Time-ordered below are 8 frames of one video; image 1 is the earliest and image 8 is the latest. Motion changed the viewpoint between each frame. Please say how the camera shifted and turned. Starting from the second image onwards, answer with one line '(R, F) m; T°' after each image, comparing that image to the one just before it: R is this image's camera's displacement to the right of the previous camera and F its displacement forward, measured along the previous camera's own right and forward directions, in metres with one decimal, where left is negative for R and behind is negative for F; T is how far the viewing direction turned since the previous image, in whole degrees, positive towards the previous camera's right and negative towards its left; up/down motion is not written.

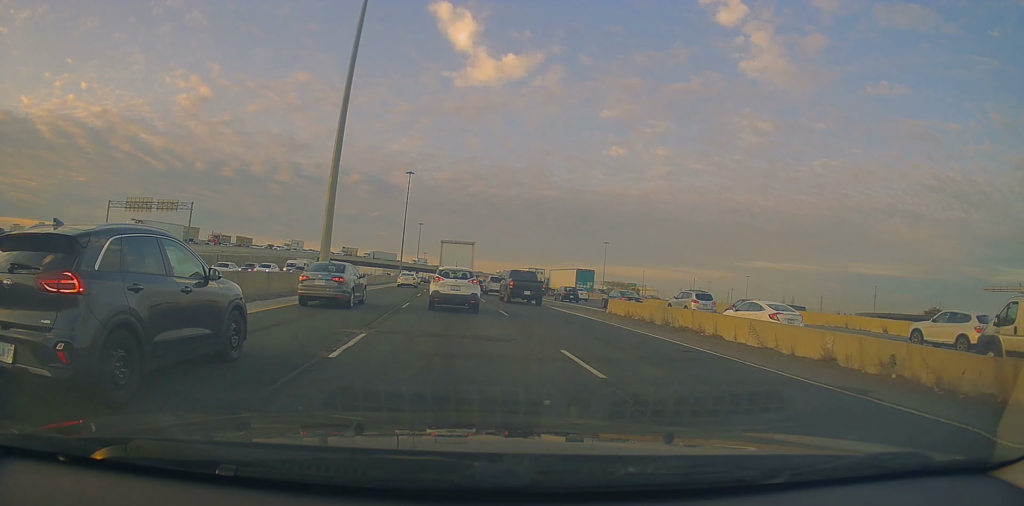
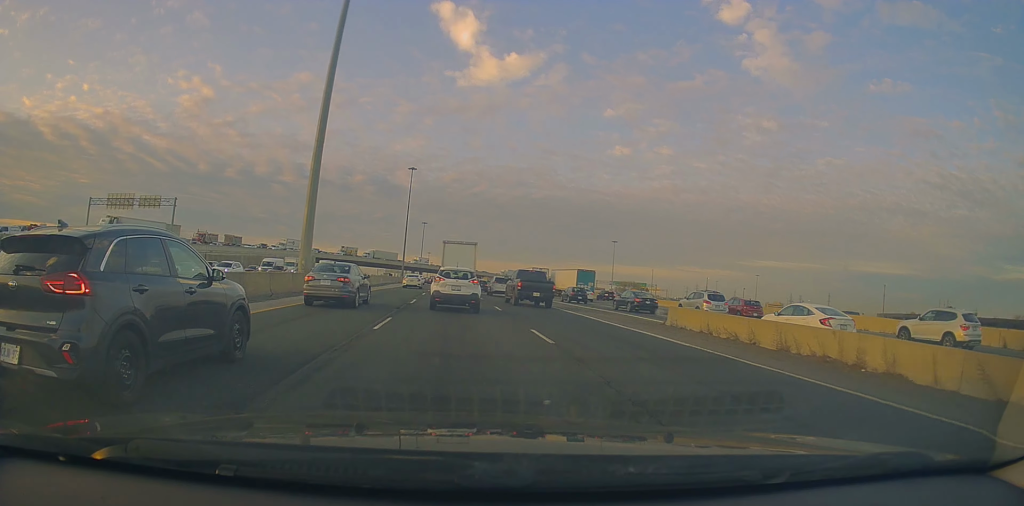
(+0.1, +8.1) m; 0°
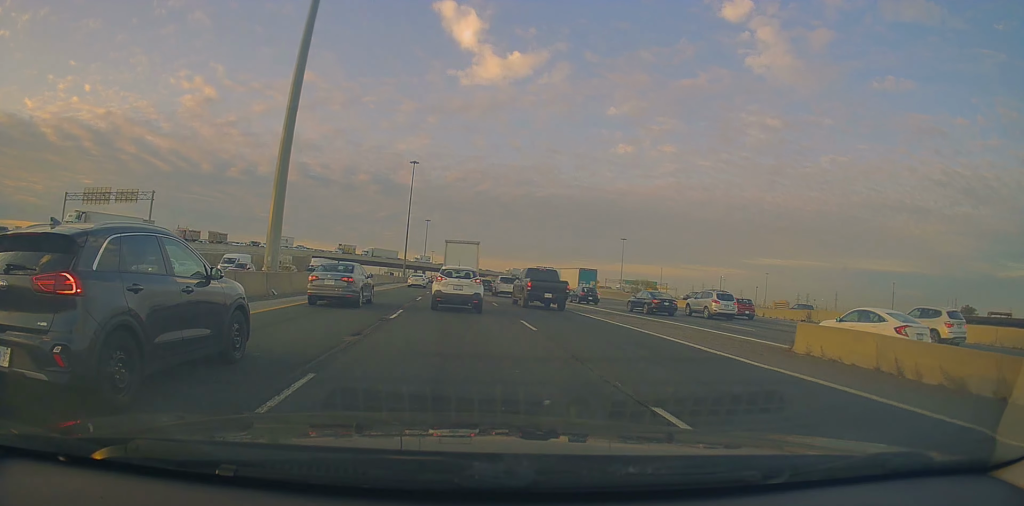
(+0.1, +8.7) m; 0°
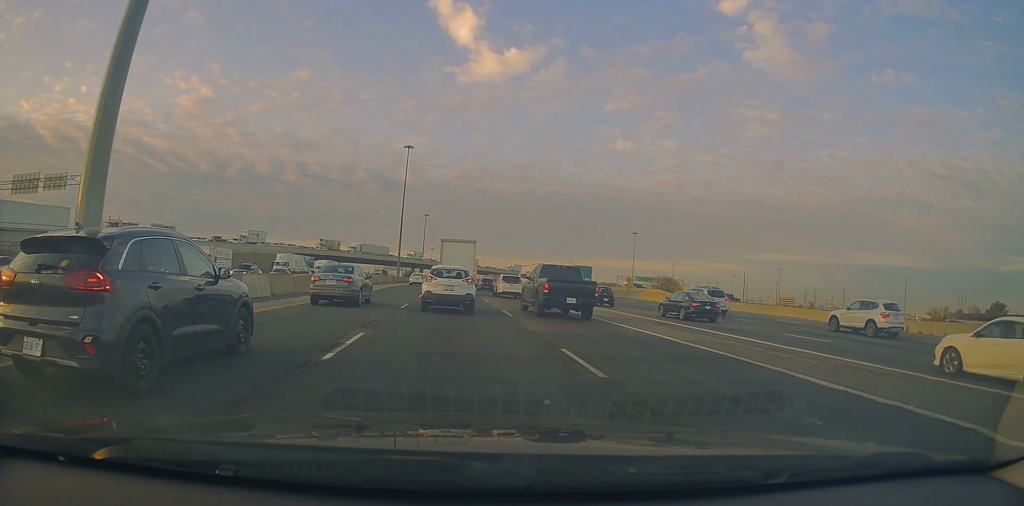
(-0.4, +18.9) m; -1°
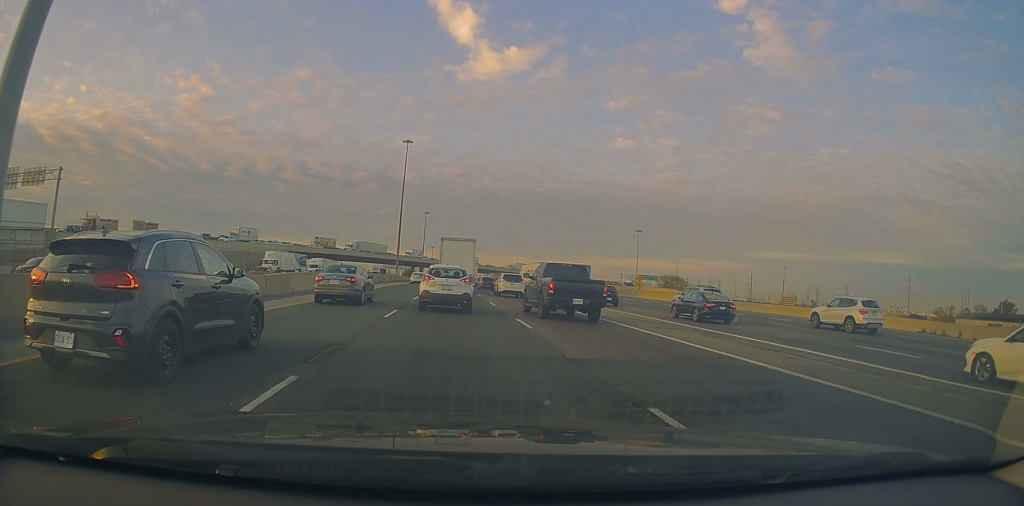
(0.0, +4.9) m; 0°
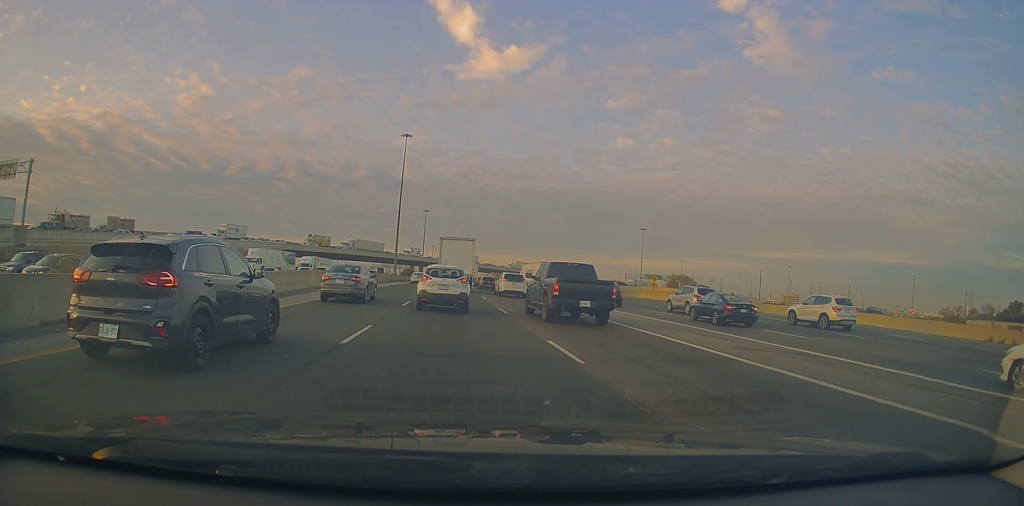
(0.0, +5.9) m; +1°
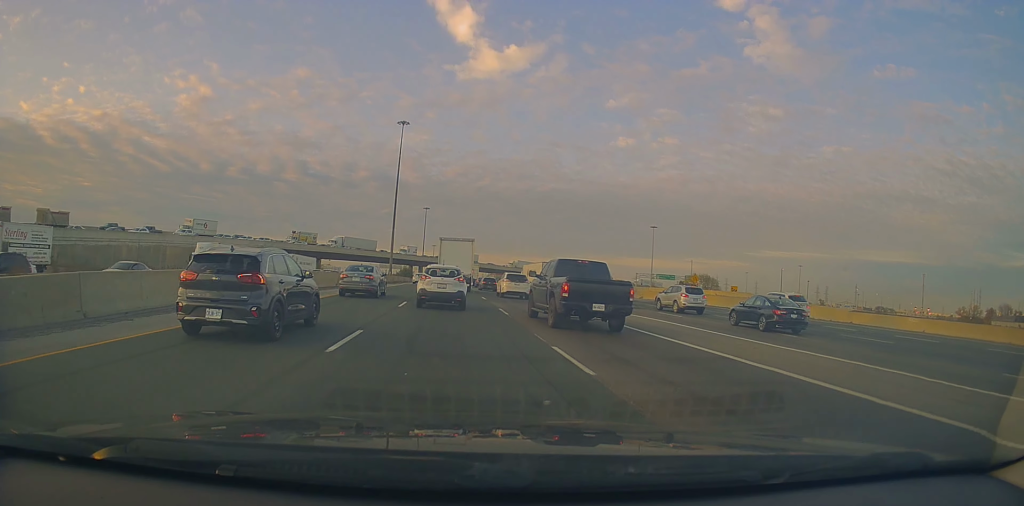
(+0.3, +13.0) m; 0°
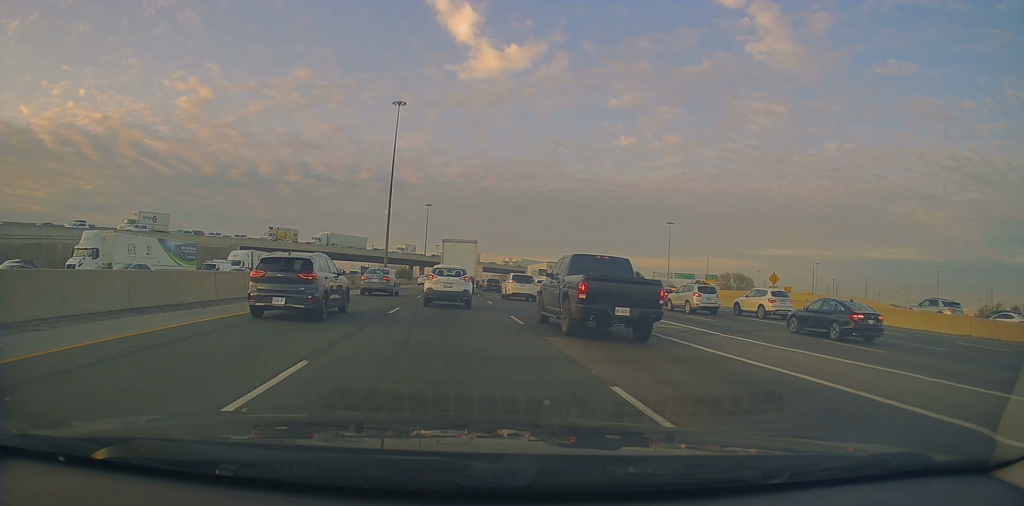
(-0.4, +15.9) m; -2°
